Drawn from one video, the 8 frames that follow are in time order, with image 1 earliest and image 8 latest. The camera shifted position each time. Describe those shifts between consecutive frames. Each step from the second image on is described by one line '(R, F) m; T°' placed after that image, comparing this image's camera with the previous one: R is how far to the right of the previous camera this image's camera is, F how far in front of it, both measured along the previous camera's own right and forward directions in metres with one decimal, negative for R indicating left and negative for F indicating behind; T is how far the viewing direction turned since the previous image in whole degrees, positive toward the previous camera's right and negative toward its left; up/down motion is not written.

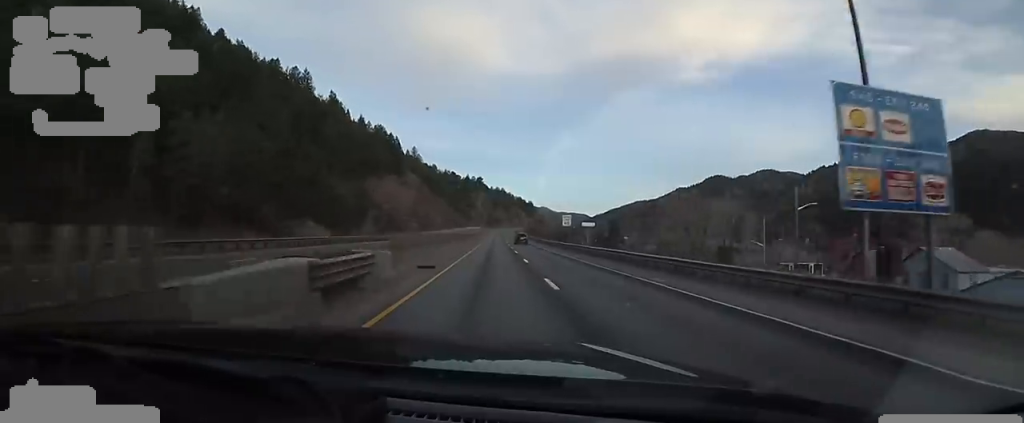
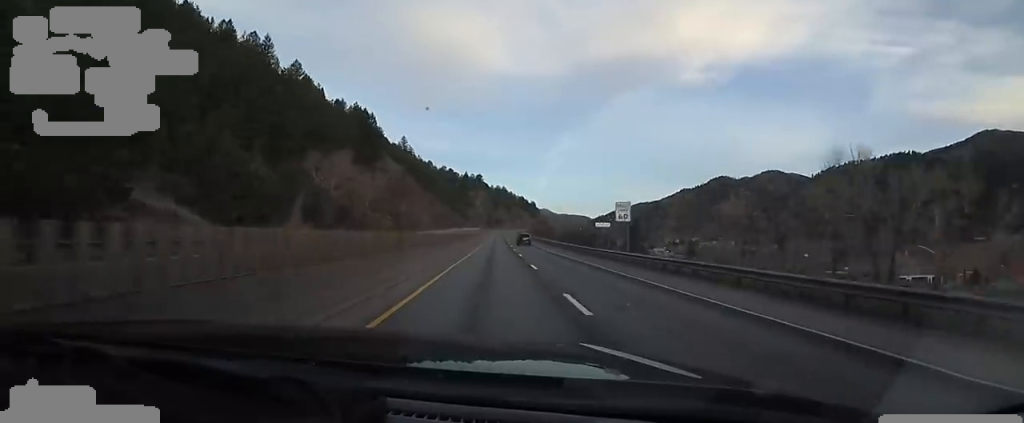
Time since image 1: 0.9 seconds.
(+0.2, +28.4) m; 0°
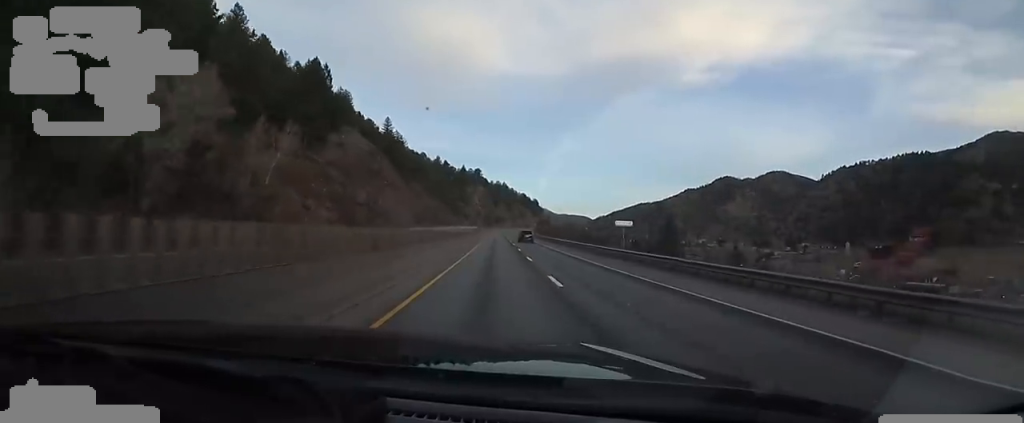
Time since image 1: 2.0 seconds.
(-0.2, +31.4) m; 0°
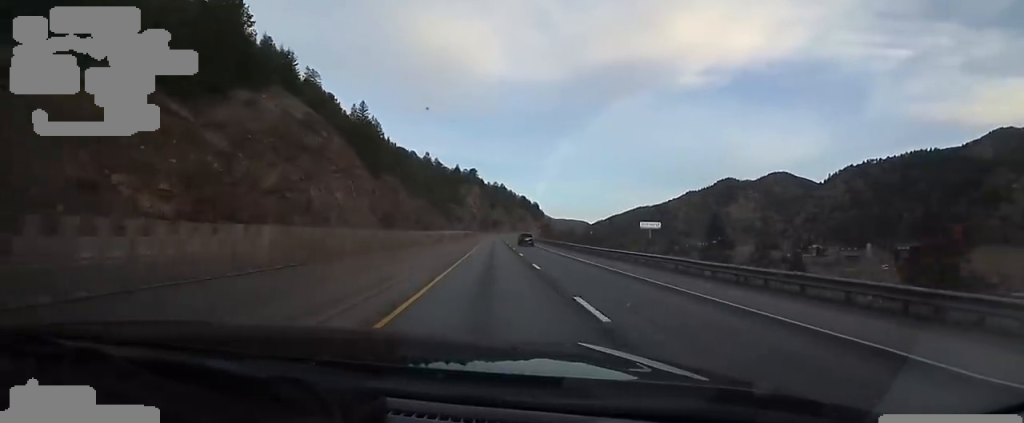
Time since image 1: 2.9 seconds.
(+0.2, +29.2) m; 0°
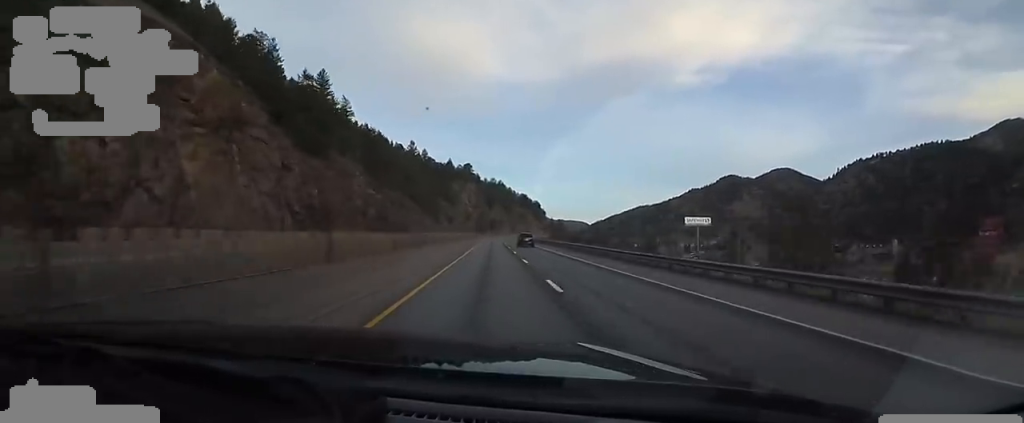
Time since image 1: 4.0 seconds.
(-0.3, +32.1) m; 0°
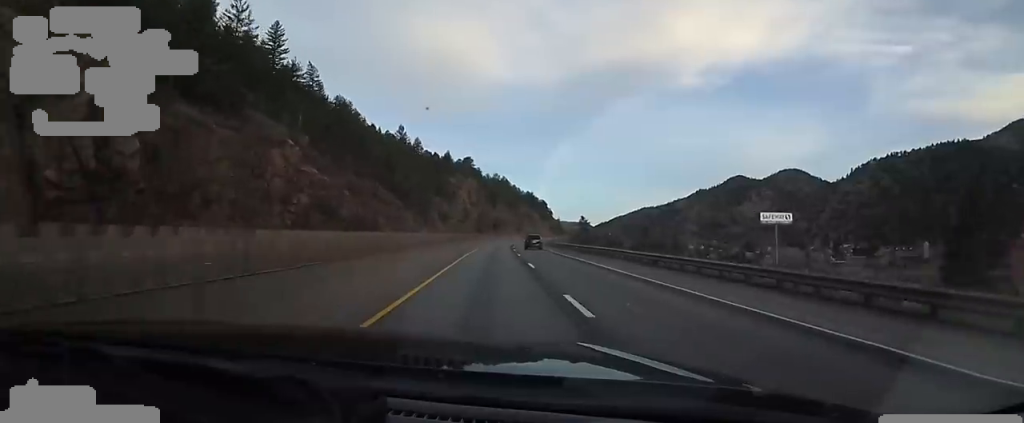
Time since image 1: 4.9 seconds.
(+0.2, +28.0) m; 0°
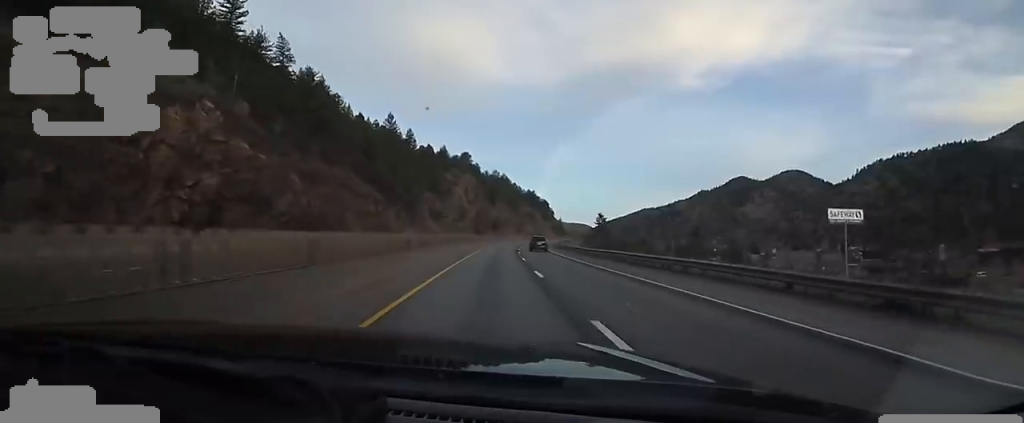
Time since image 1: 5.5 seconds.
(+0.5, +16.0) m; 0°
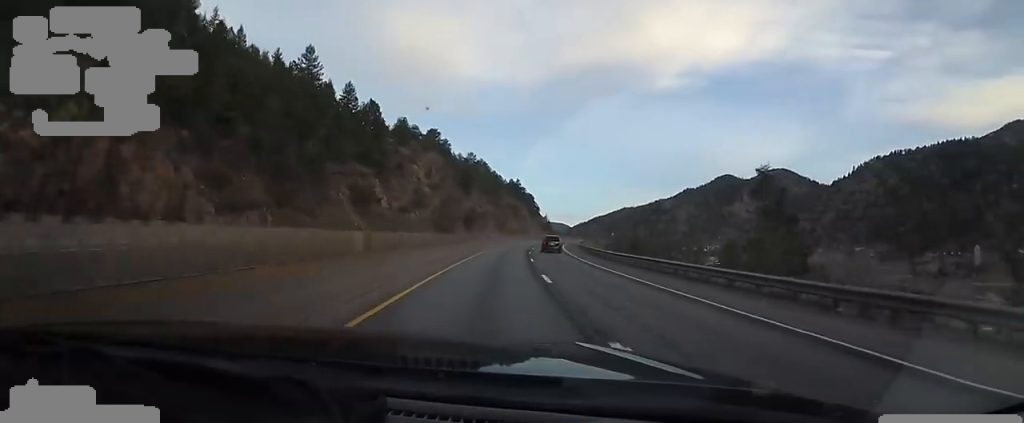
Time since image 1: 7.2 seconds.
(0.0, +50.1) m; +2°
